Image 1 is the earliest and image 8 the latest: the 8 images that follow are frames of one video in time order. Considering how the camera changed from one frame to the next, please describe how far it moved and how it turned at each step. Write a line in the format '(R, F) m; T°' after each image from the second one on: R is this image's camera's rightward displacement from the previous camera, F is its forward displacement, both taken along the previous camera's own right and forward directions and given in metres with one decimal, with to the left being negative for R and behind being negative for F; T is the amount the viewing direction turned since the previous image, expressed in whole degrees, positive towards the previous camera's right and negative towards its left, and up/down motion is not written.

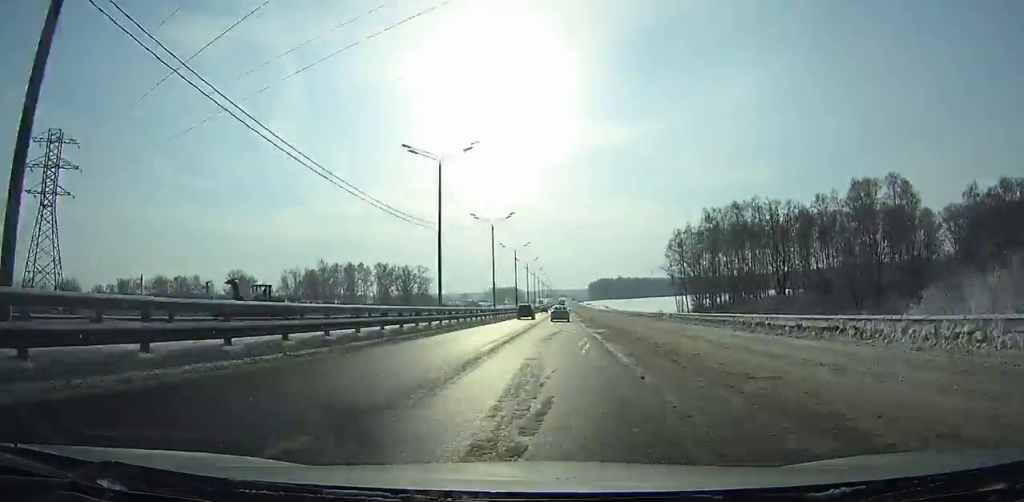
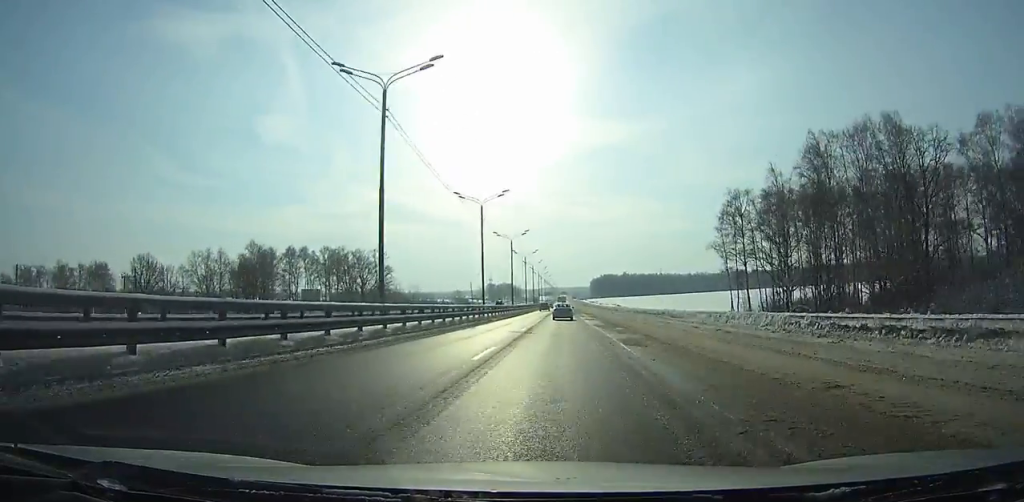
(+0.3, +51.2) m; +1°
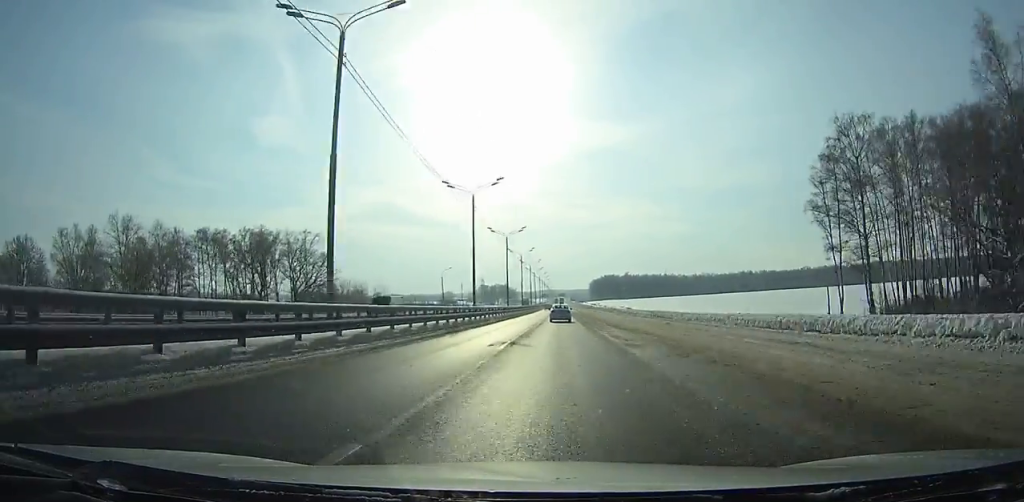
(+0.4, +46.7) m; 0°
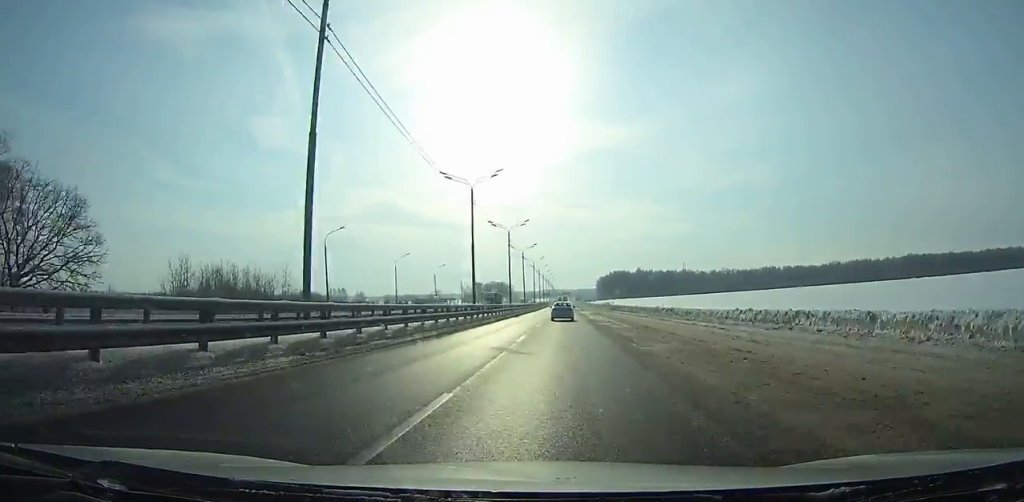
(0.0, +78.4) m; 0°
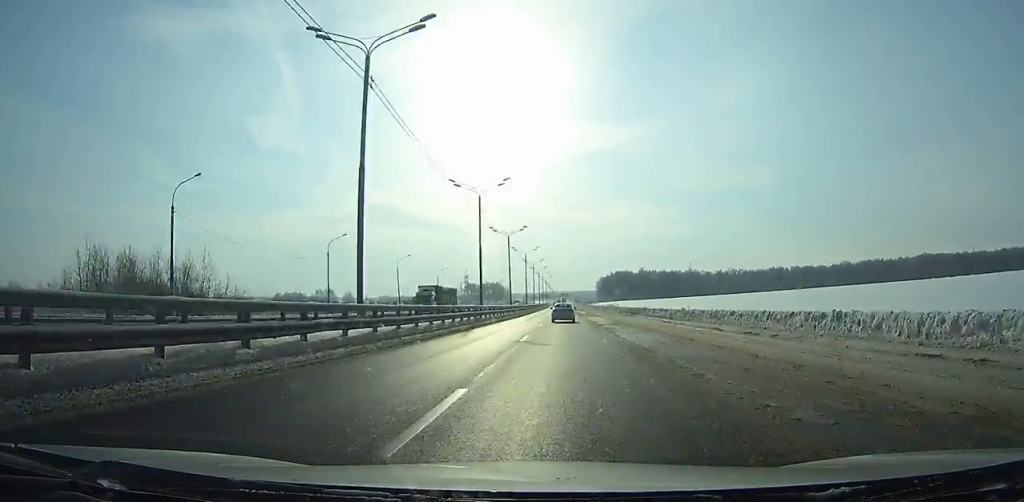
(0.0, +31.2) m; 0°
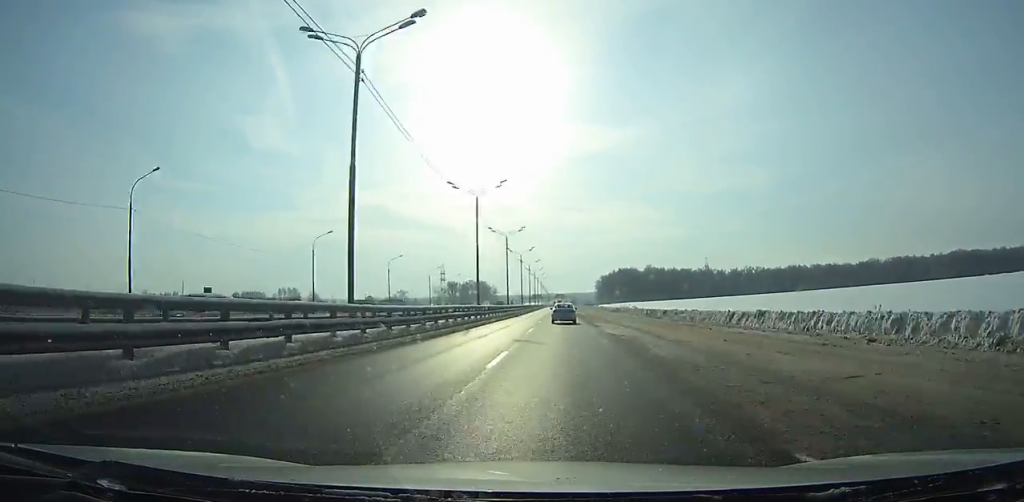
(+0.2, +74.5) m; 0°
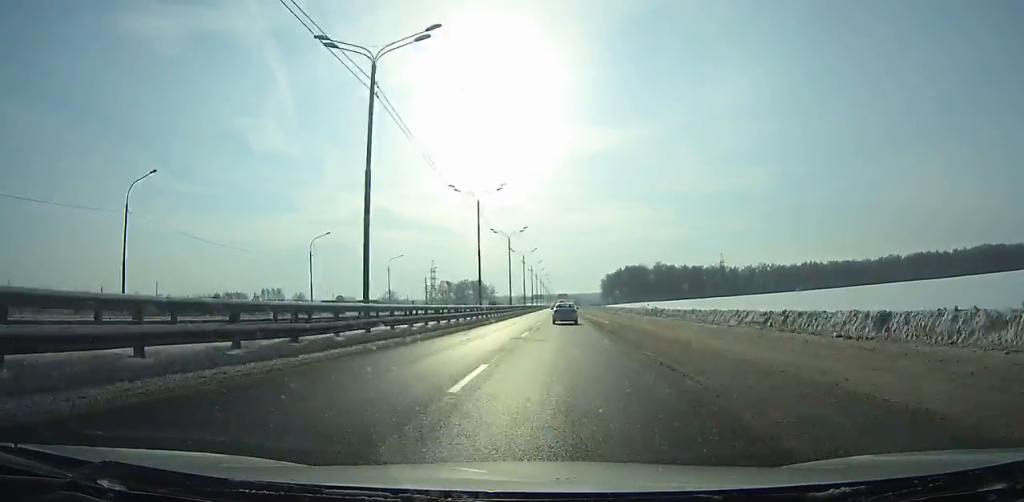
(+0.2, +36.0) m; 0°
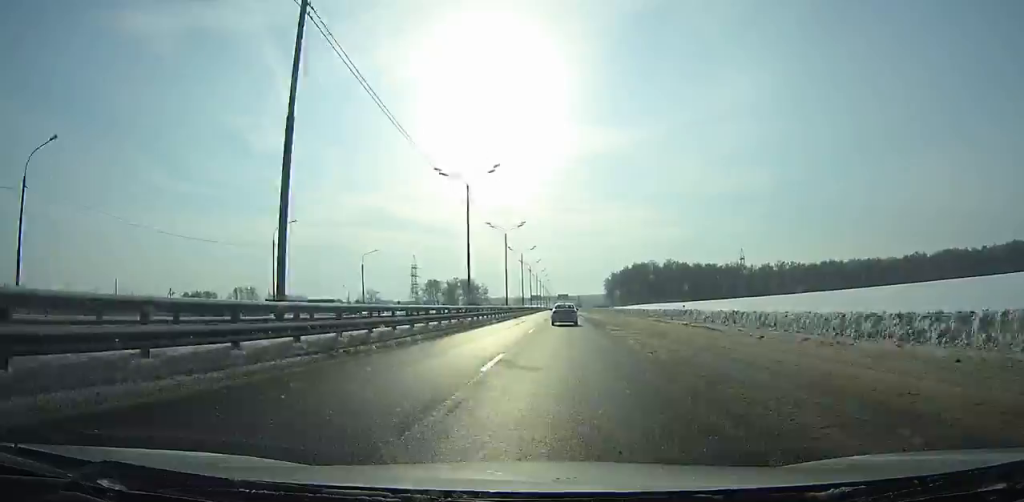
(0.0, +45.3) m; 0°
